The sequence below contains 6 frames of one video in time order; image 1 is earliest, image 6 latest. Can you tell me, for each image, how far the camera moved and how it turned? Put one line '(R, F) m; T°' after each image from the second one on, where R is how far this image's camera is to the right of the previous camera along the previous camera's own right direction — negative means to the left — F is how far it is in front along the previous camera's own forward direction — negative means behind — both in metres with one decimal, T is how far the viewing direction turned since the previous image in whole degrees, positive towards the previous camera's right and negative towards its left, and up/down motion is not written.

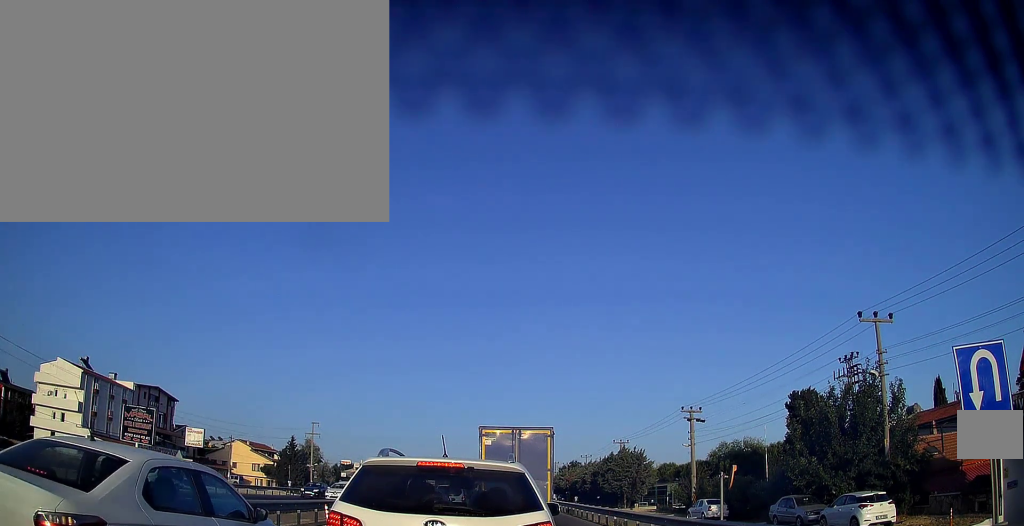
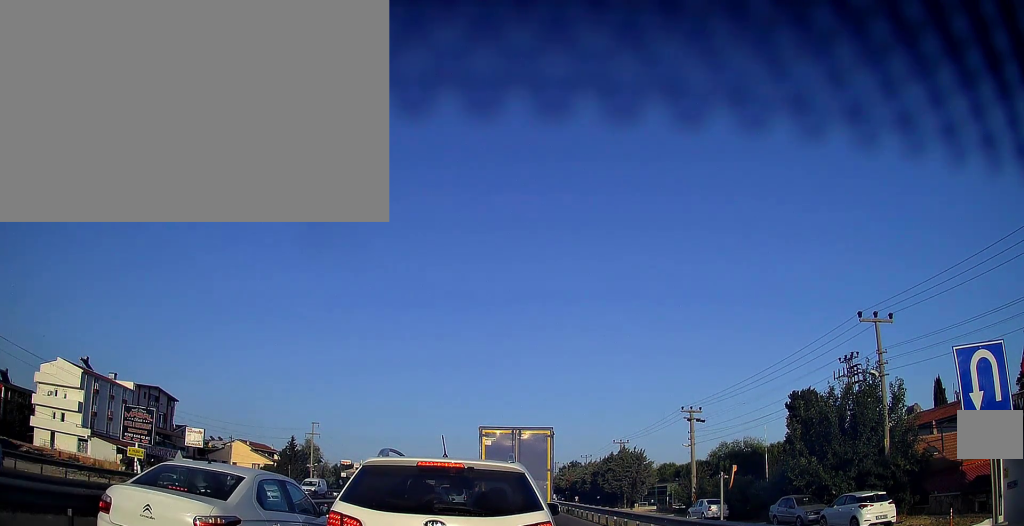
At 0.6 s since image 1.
(0.0, 0.0) m; 0°
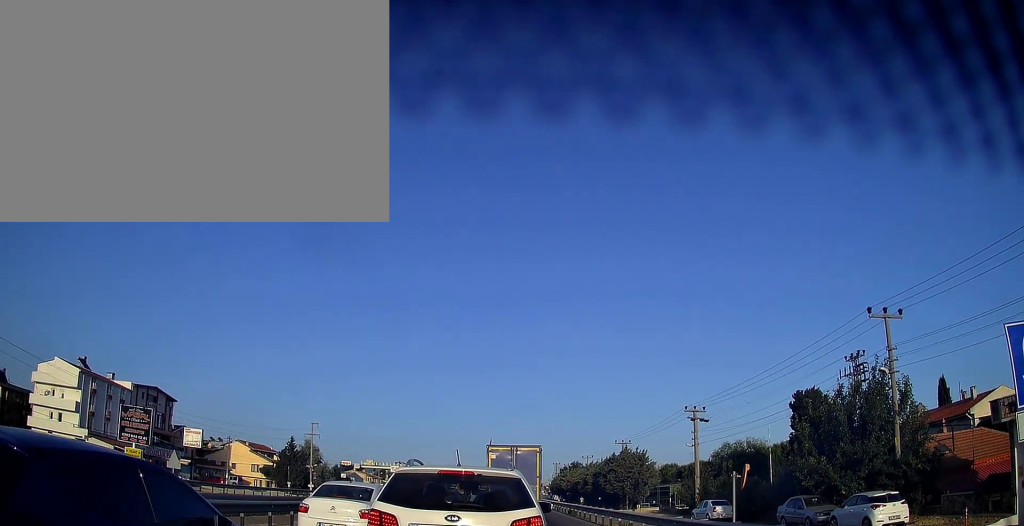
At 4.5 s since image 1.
(-0.1, +0.5) m; 0°
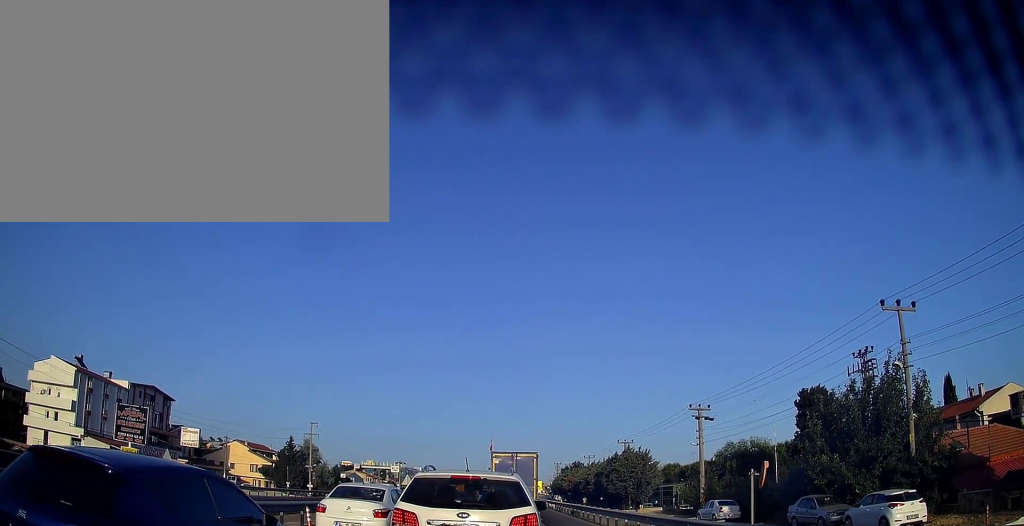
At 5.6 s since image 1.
(-0.1, +0.9) m; 0°
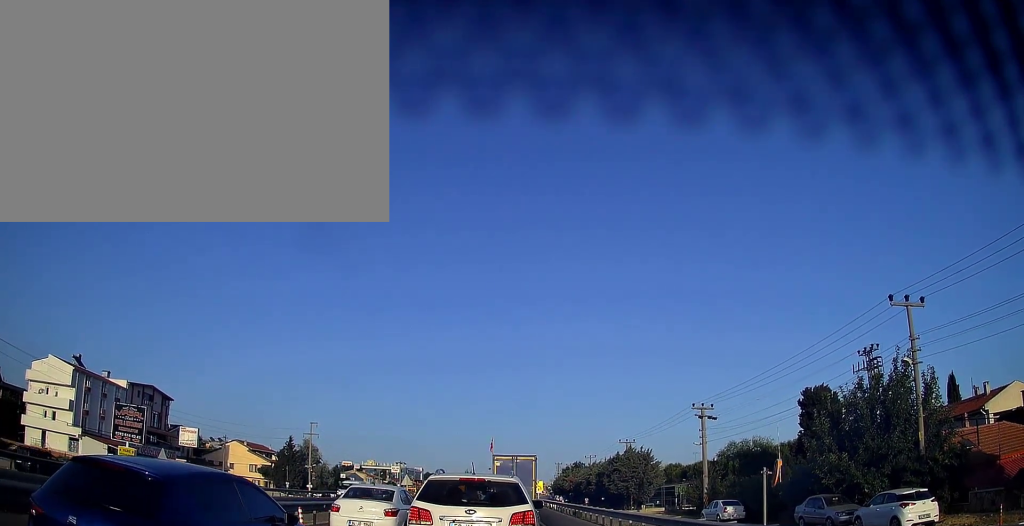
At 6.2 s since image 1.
(0.0, +0.6) m; 0°
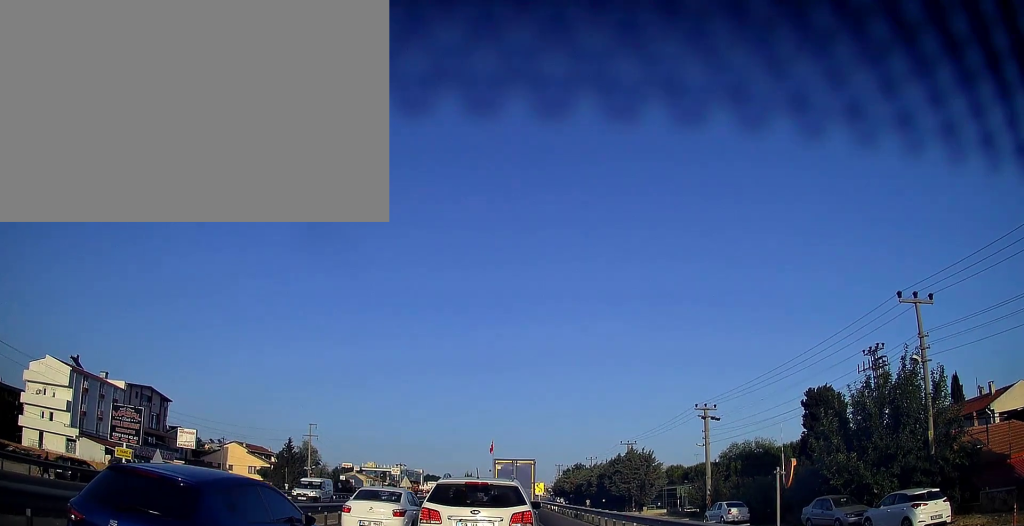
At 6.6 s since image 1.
(0.0, +0.8) m; 0°
